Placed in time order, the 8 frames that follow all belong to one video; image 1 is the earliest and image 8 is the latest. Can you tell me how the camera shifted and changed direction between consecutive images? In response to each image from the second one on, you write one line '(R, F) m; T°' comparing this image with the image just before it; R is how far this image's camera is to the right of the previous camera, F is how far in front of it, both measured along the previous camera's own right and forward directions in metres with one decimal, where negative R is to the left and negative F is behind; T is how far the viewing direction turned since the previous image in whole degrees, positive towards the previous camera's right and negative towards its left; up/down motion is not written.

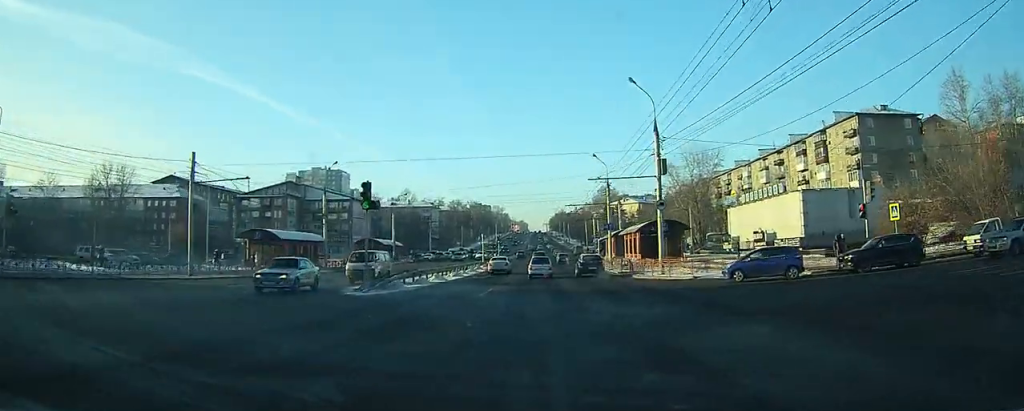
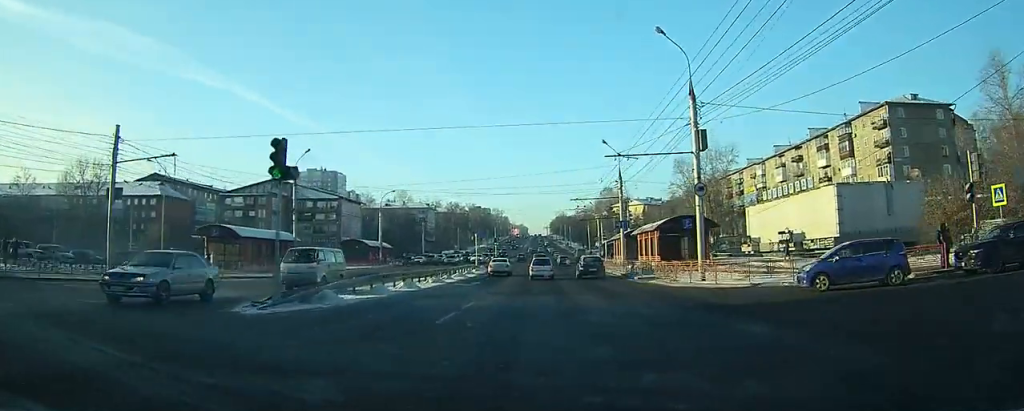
(0.0, +9.0) m; 0°
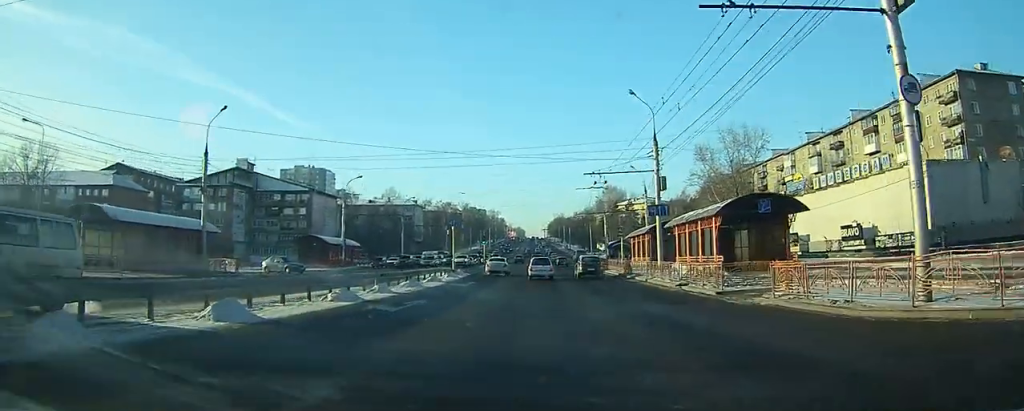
(+0.1, +17.4) m; +1°
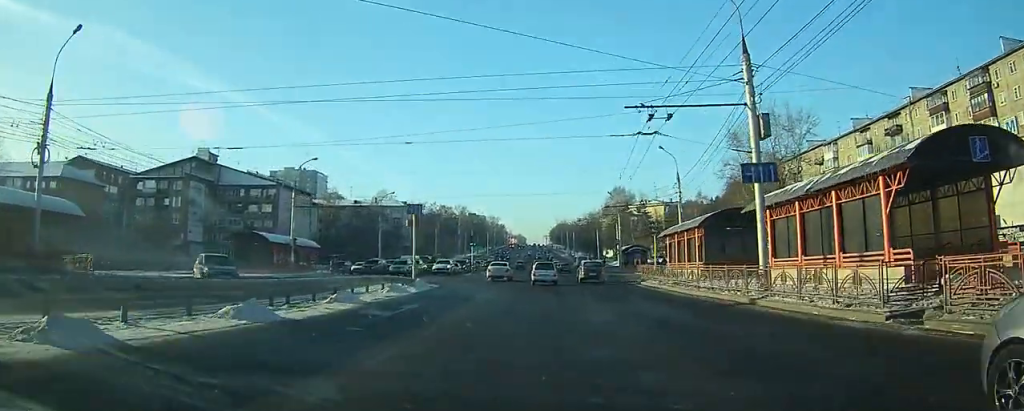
(+0.1, +17.3) m; 0°
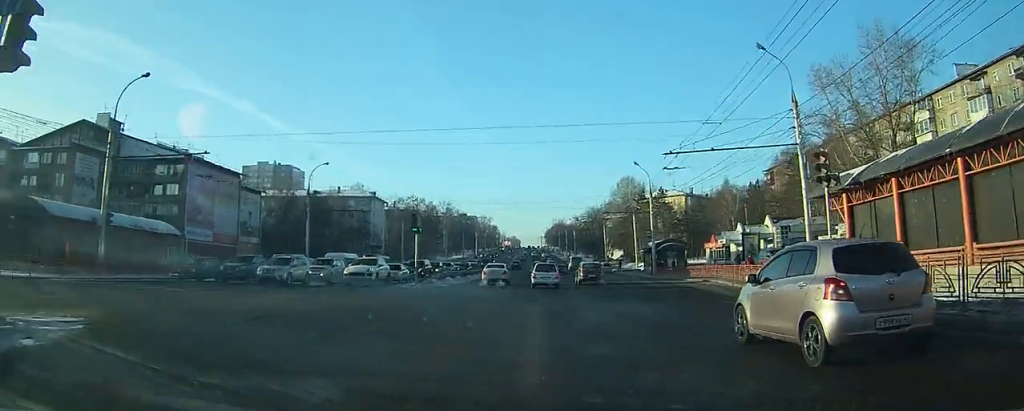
(-0.1, +28.6) m; 0°
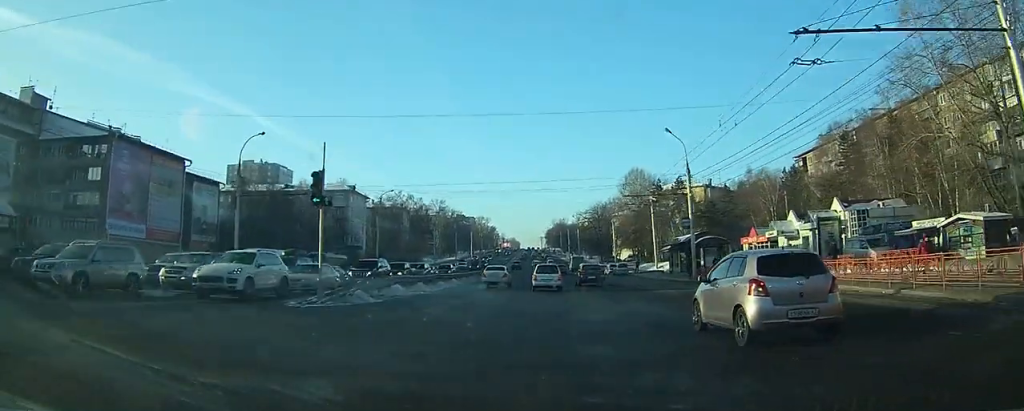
(0.0, +15.9) m; 0°
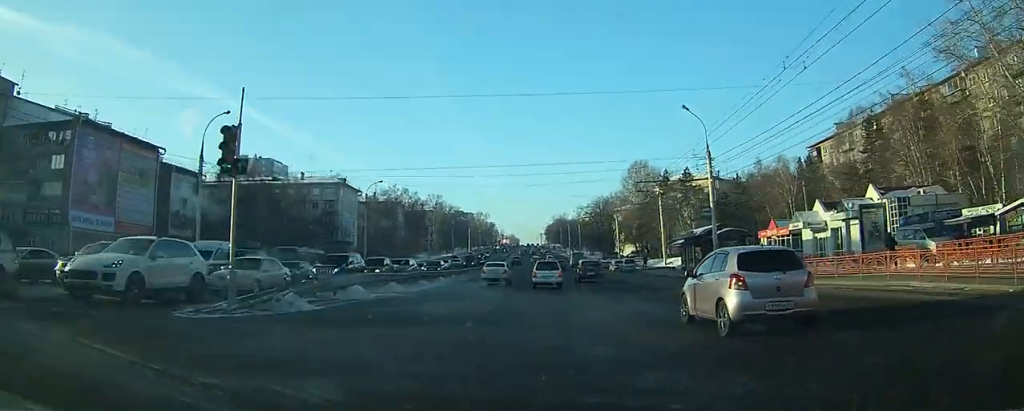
(0.0, +5.9) m; 0°
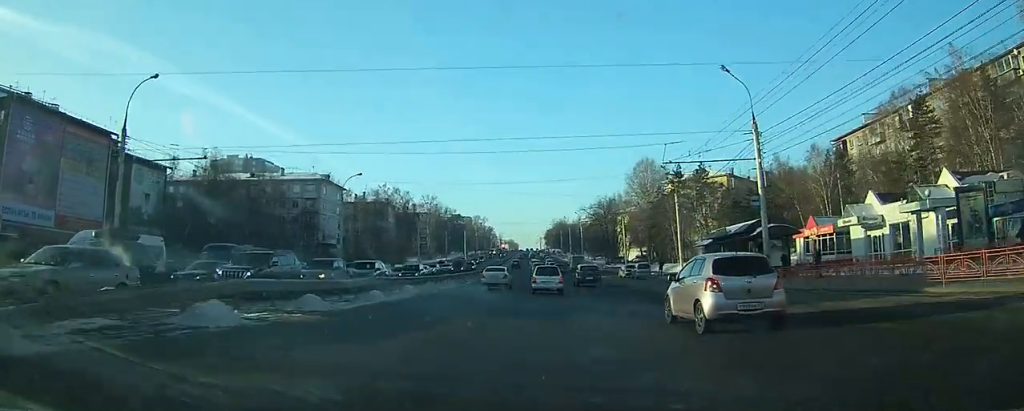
(-0.1, +9.0) m; -6°
